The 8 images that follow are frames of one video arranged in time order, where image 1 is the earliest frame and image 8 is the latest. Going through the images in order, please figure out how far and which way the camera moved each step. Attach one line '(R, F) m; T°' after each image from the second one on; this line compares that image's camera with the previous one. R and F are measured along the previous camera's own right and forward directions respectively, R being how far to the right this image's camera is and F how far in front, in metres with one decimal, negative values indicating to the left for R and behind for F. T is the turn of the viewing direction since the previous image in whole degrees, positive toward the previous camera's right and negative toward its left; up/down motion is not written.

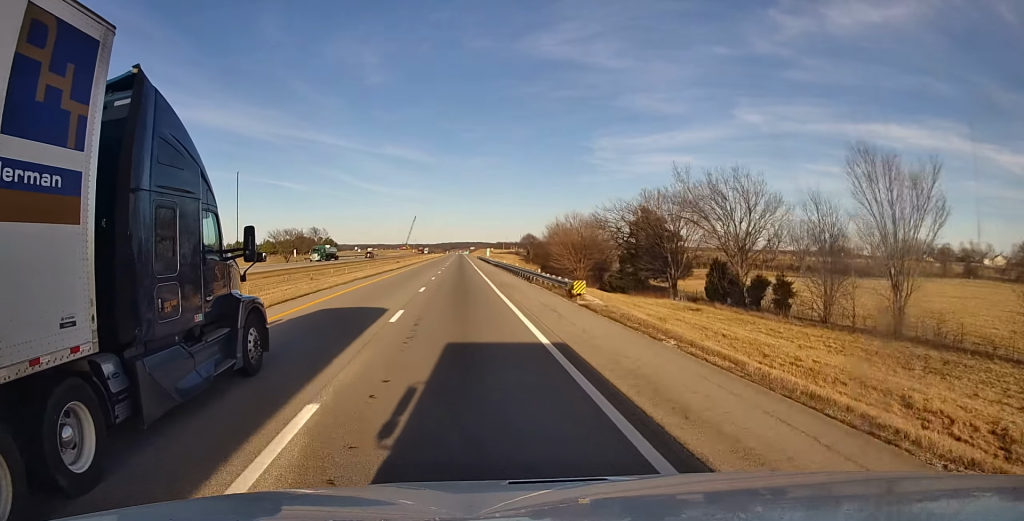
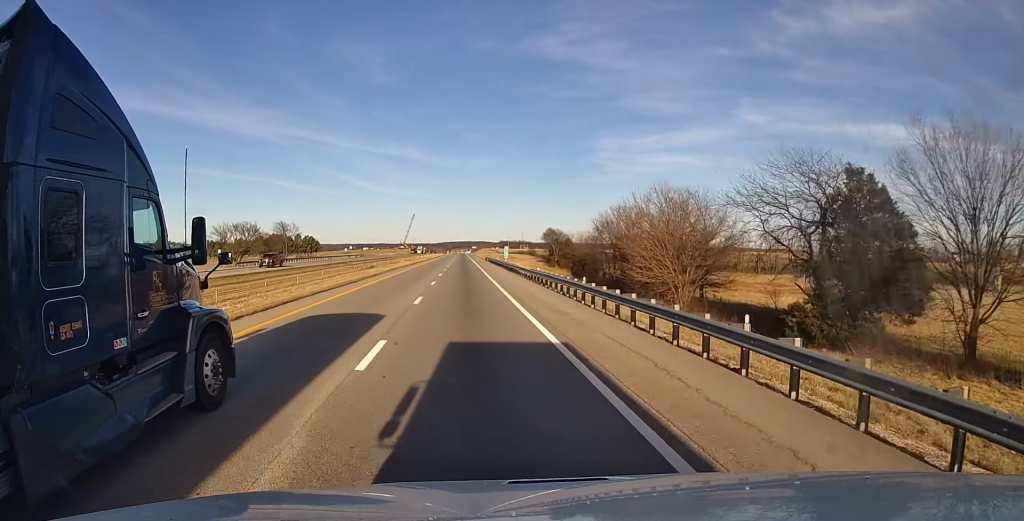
(+0.5, +43.1) m; 0°
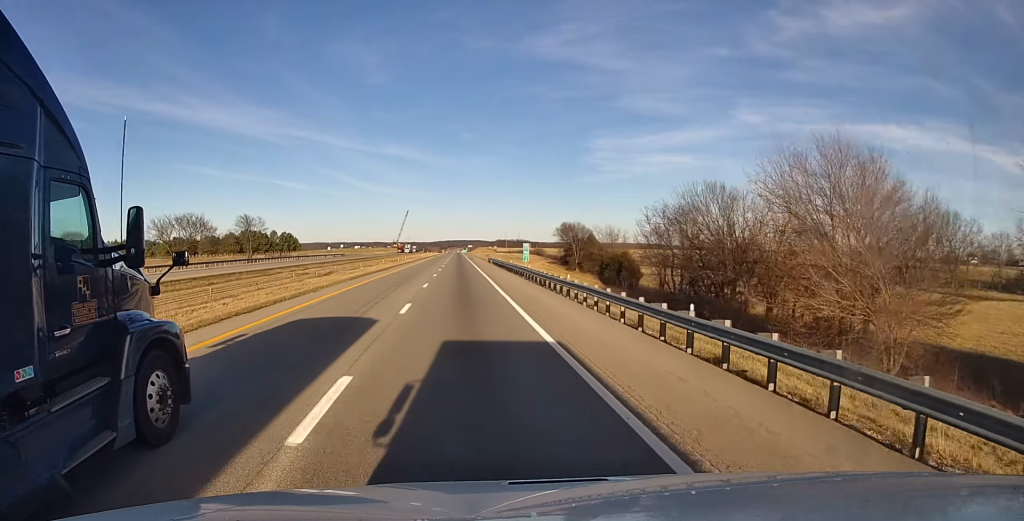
(-0.1, +27.9) m; 0°
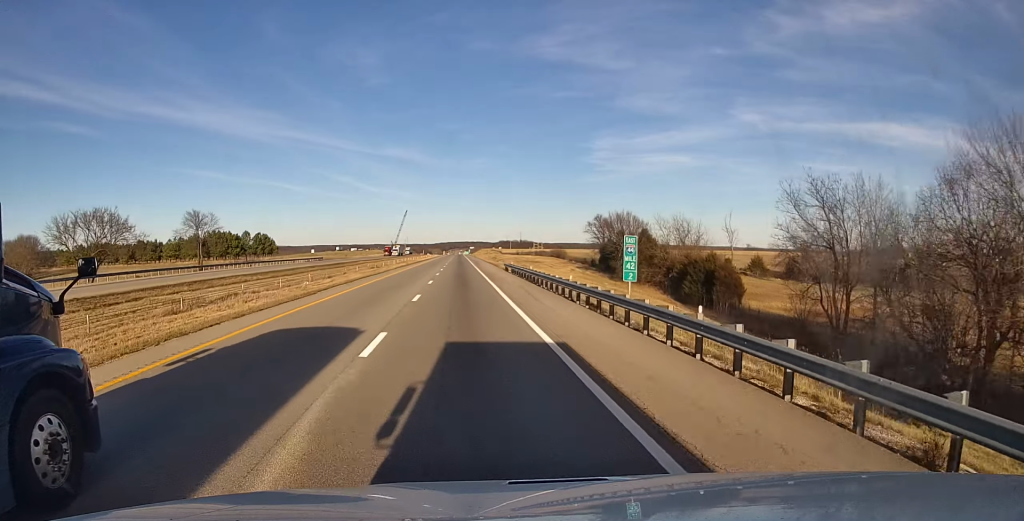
(0.0, +31.2) m; 0°
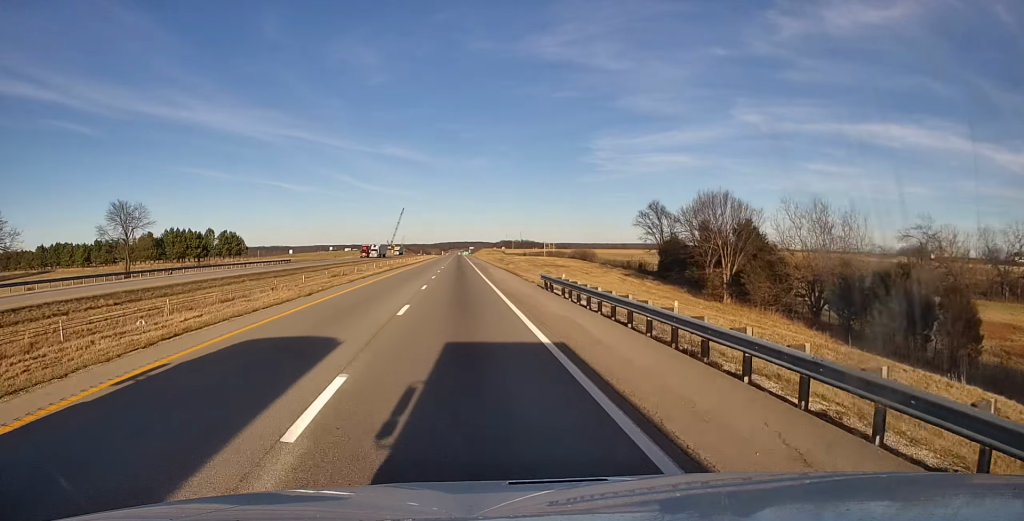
(0.0, +29.1) m; 0°
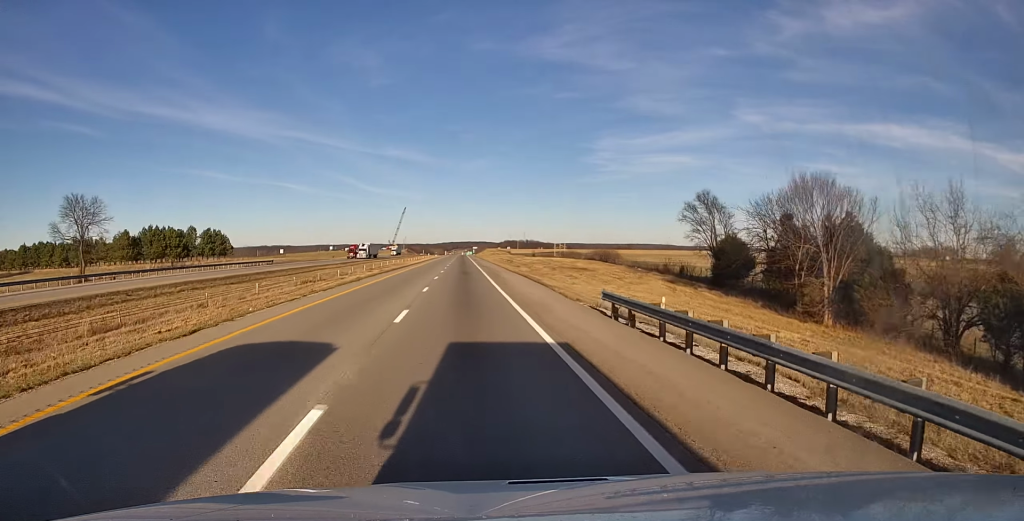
(0.0, +14.1) m; 0°
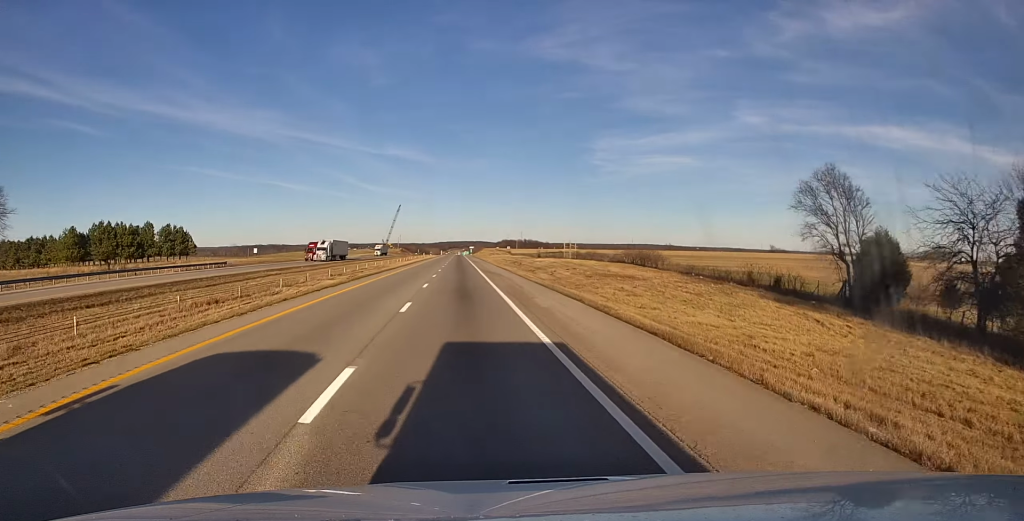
(0.0, +21.7) m; 0°
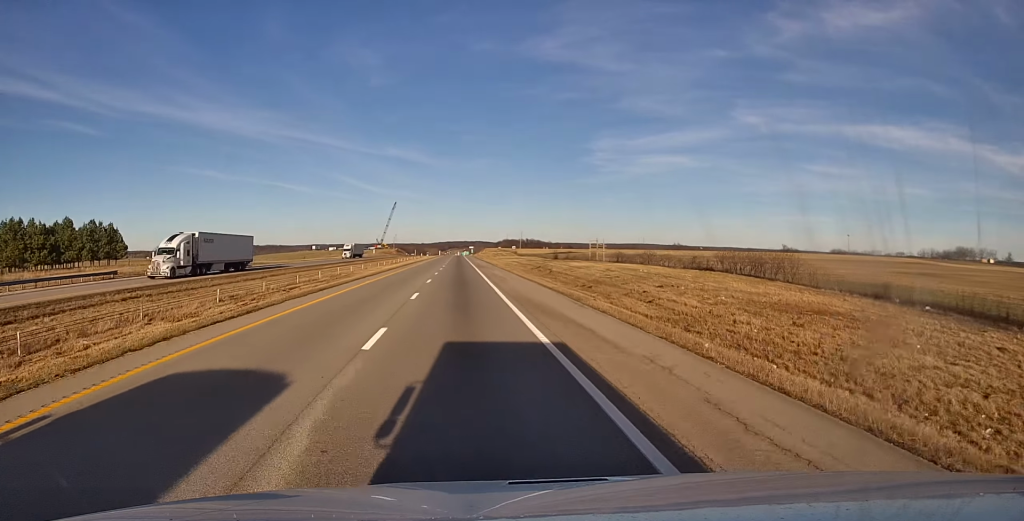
(+0.2, +31.5) m; 0°
